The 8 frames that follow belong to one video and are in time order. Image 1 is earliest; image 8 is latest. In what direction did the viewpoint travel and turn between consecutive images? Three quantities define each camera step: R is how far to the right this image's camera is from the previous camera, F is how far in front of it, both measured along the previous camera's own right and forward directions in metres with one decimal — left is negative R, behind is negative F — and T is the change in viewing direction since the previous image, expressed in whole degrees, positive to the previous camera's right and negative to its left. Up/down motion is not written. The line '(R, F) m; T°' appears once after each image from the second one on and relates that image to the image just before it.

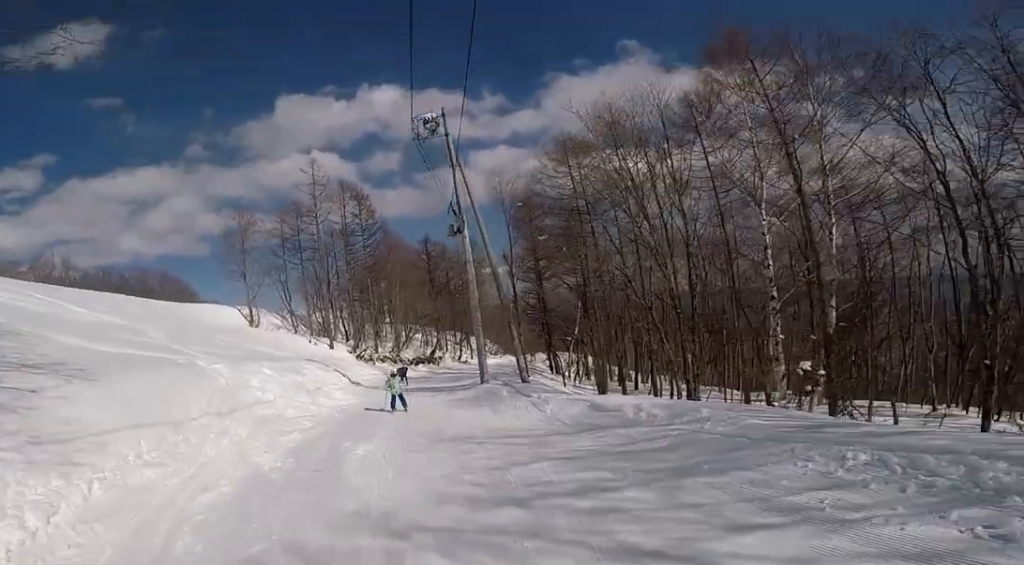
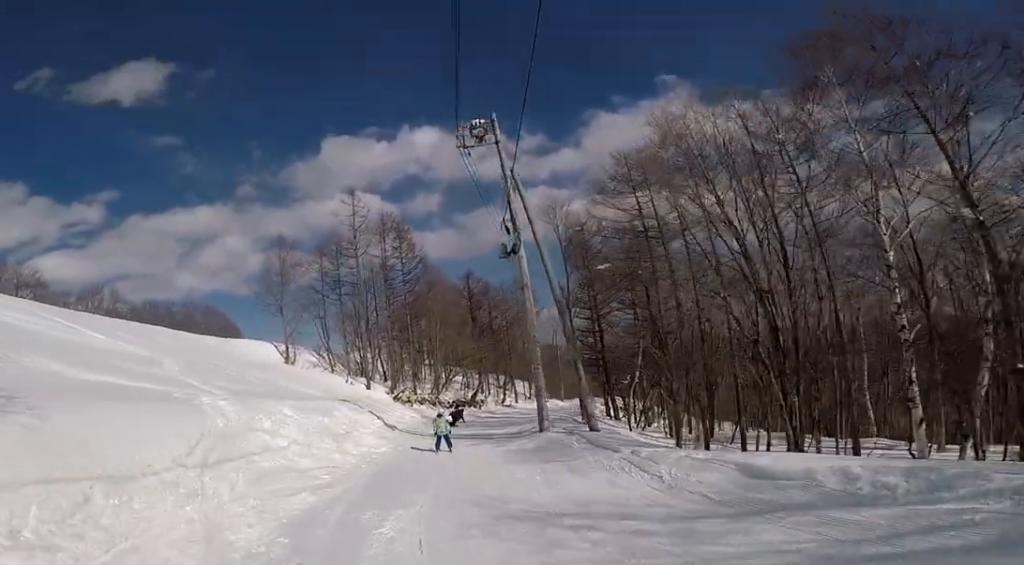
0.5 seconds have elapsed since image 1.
(+0.5, +2.6) m; +1°
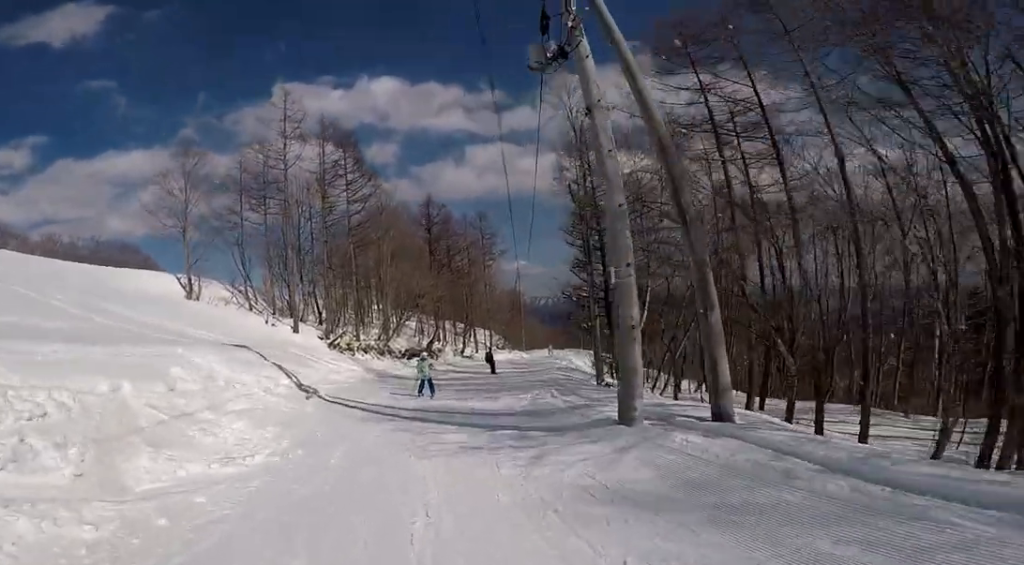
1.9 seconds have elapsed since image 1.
(-0.5, +8.5) m; +4°
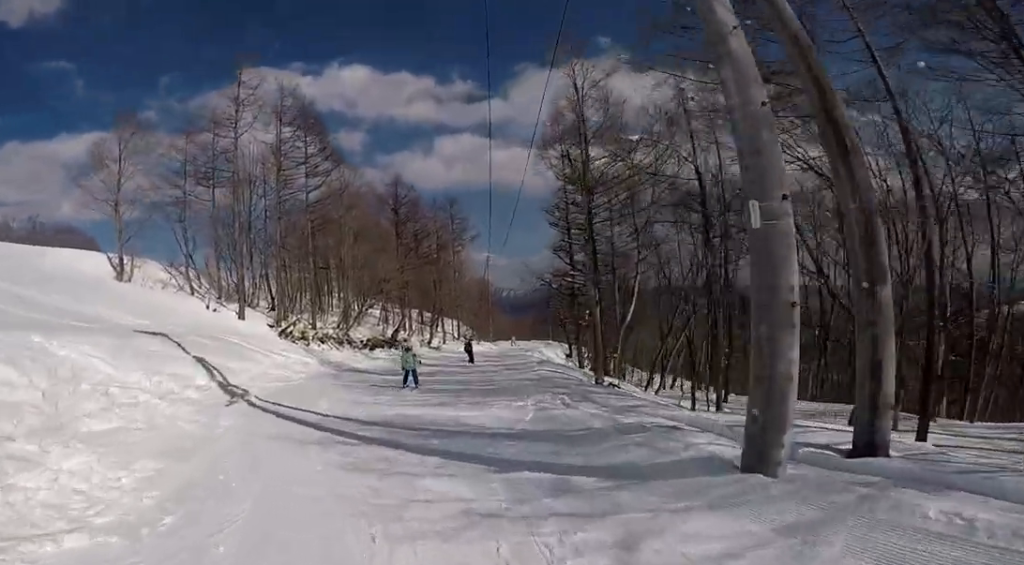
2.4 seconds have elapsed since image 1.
(+0.3, +3.0) m; +6°
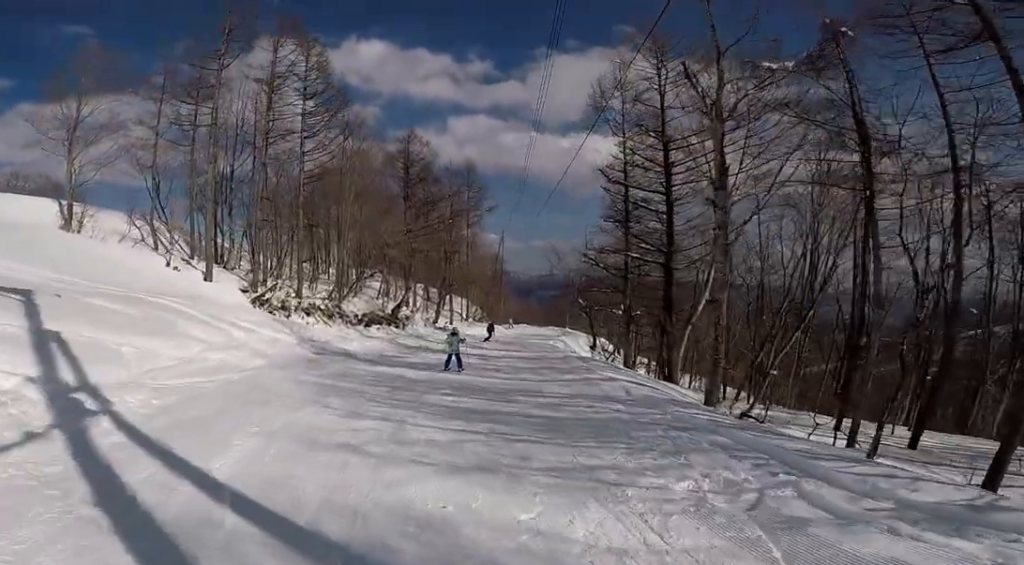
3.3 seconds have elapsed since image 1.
(+0.3, +5.3) m; +4°
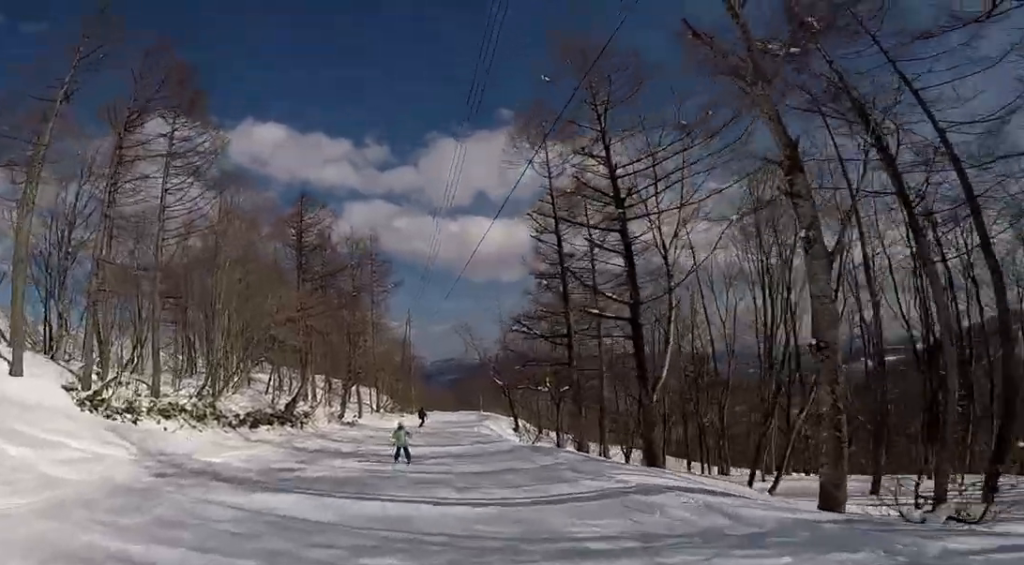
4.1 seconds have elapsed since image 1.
(+0.1, +5.0) m; +2°
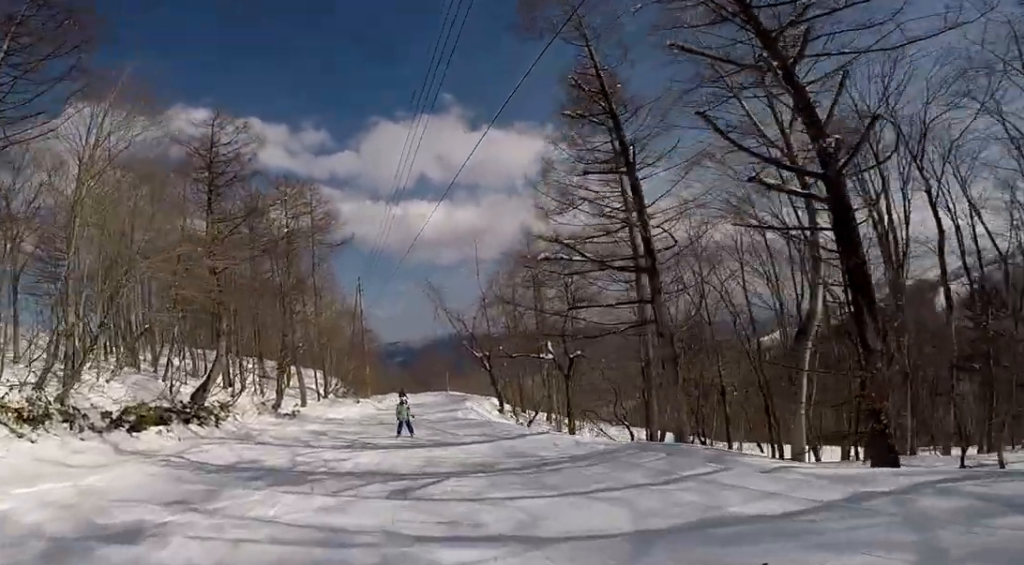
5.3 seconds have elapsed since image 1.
(+0.2, +7.6) m; +9°
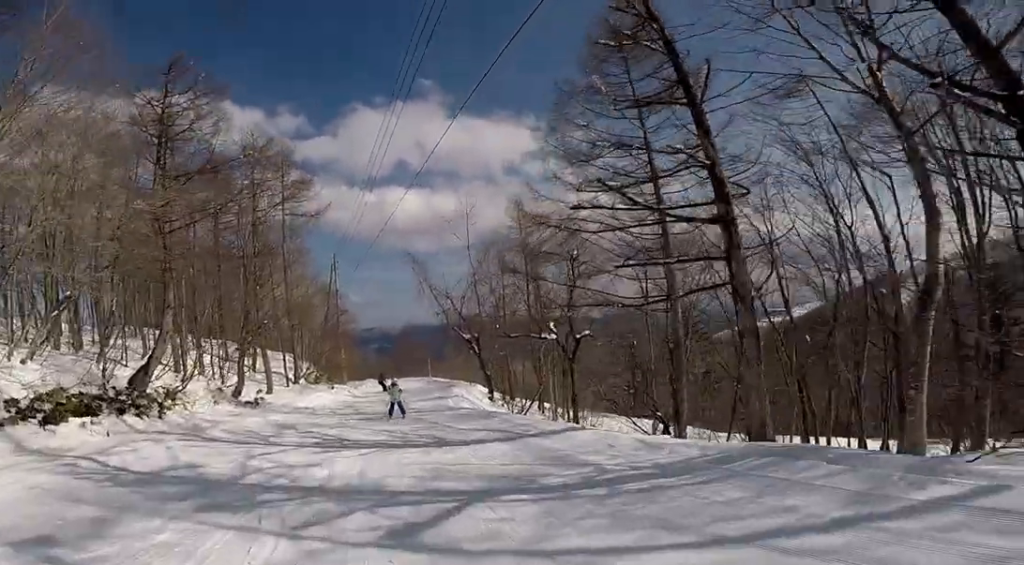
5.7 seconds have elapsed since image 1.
(0.0, +2.8) m; +3°
